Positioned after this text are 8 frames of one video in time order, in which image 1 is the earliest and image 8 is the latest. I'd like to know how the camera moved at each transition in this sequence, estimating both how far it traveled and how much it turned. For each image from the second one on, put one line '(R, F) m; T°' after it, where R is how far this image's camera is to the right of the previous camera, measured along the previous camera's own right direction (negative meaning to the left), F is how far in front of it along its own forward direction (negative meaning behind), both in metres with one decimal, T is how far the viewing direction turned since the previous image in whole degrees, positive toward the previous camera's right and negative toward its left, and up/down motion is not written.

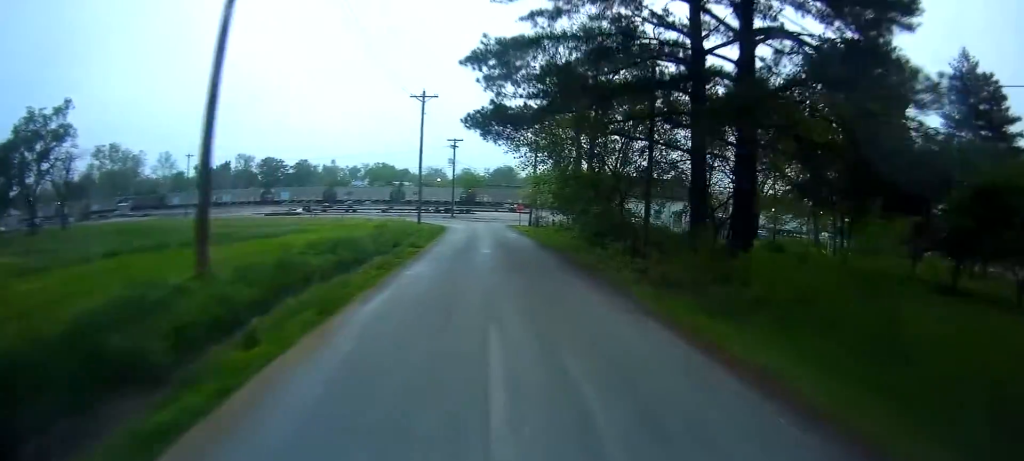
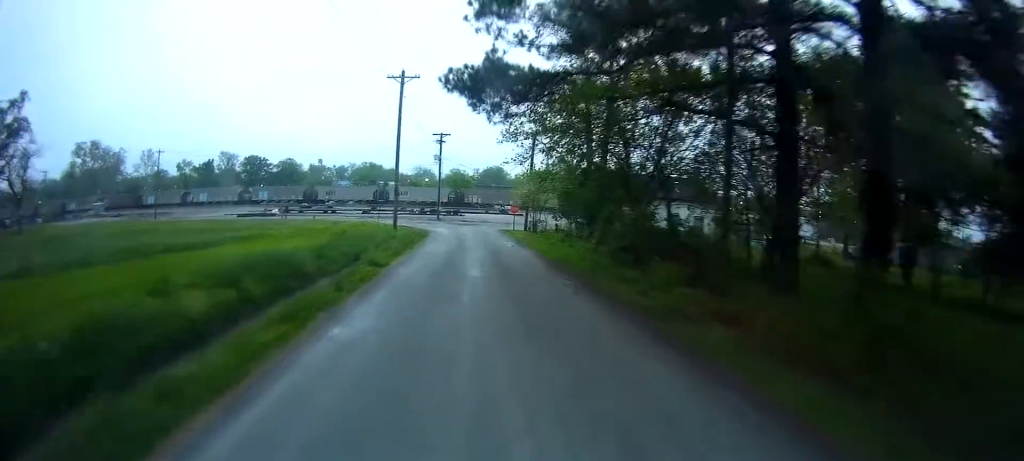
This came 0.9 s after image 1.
(+0.3, +6.2) m; +2°
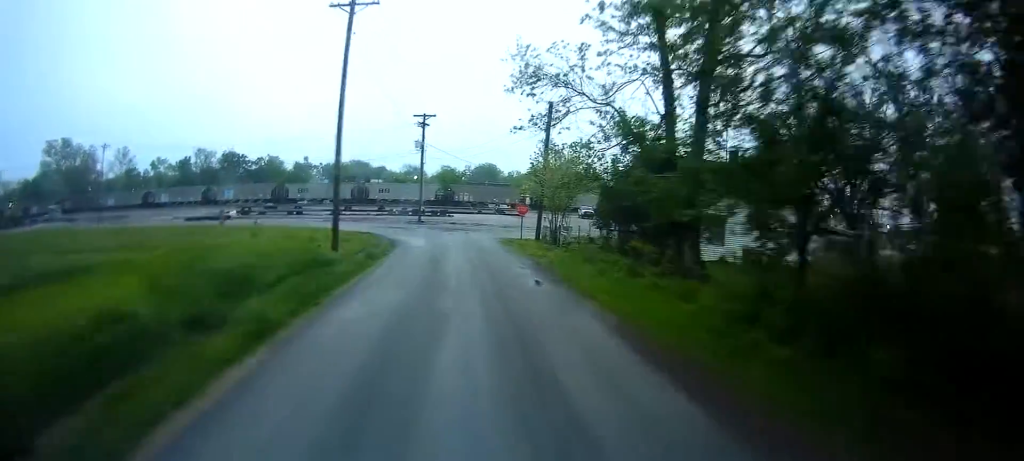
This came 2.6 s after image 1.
(0.0, +13.1) m; +1°
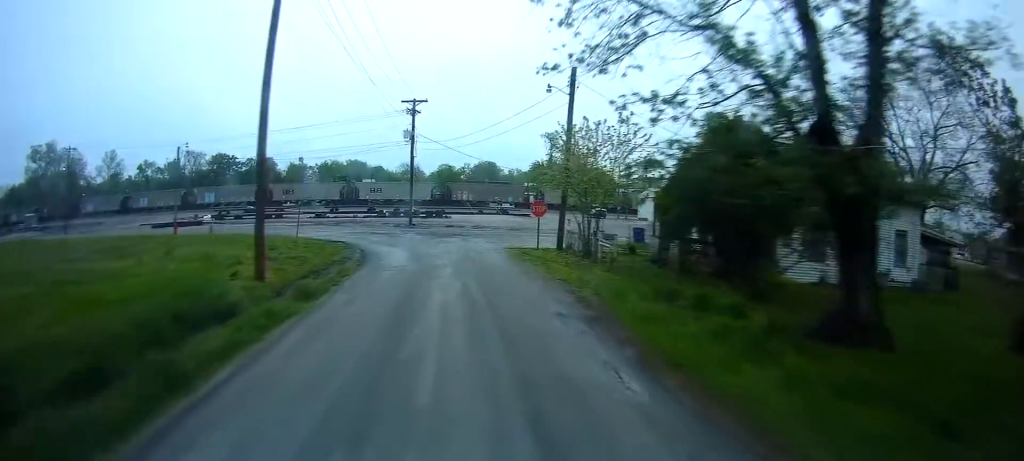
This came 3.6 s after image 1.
(+0.2, +8.8) m; +1°
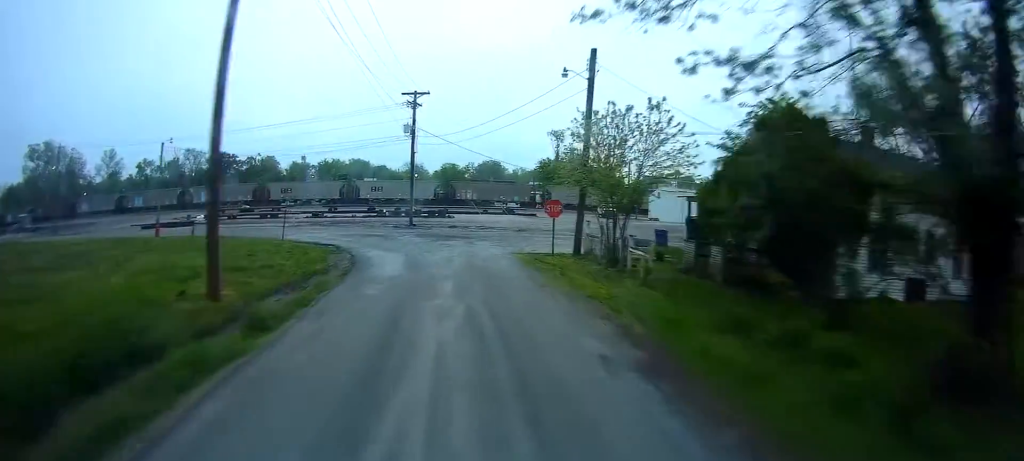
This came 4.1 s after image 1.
(+0.2, +3.4) m; 0°
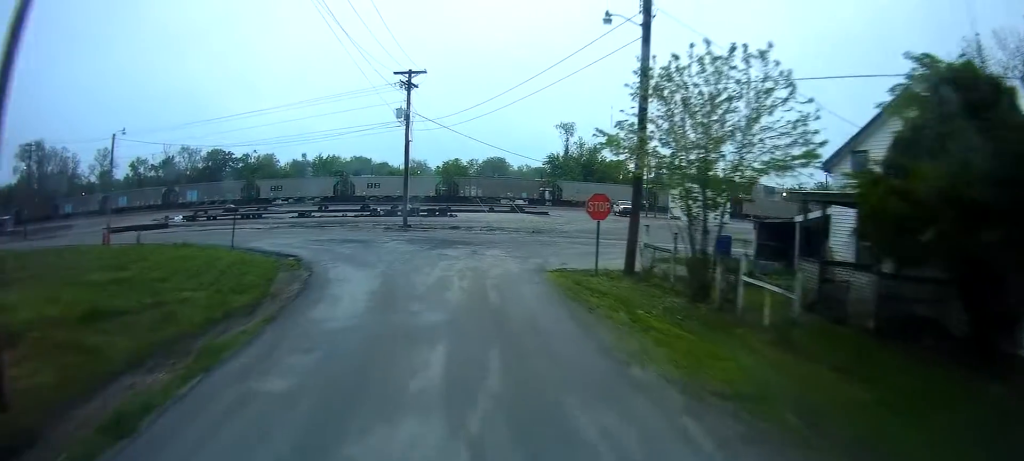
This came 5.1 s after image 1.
(-0.3, +7.2) m; +3°
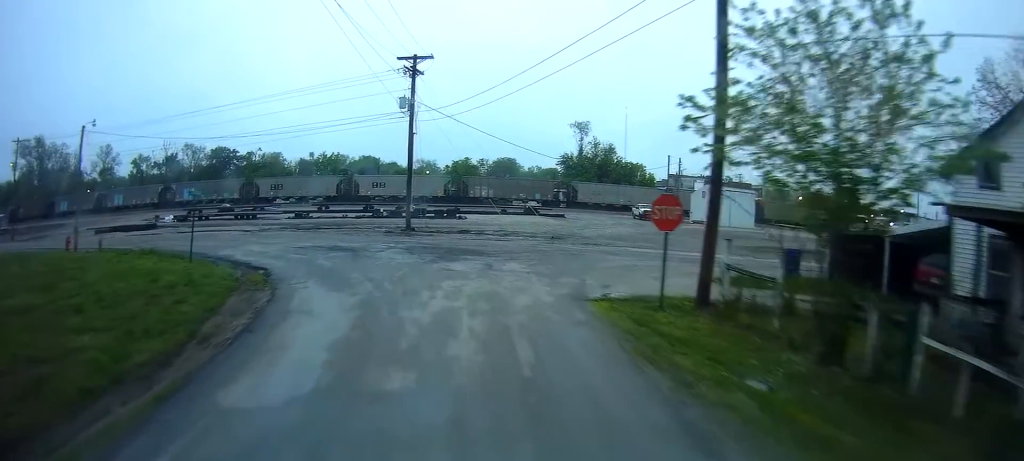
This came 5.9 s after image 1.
(+0.6, +3.9) m; +1°
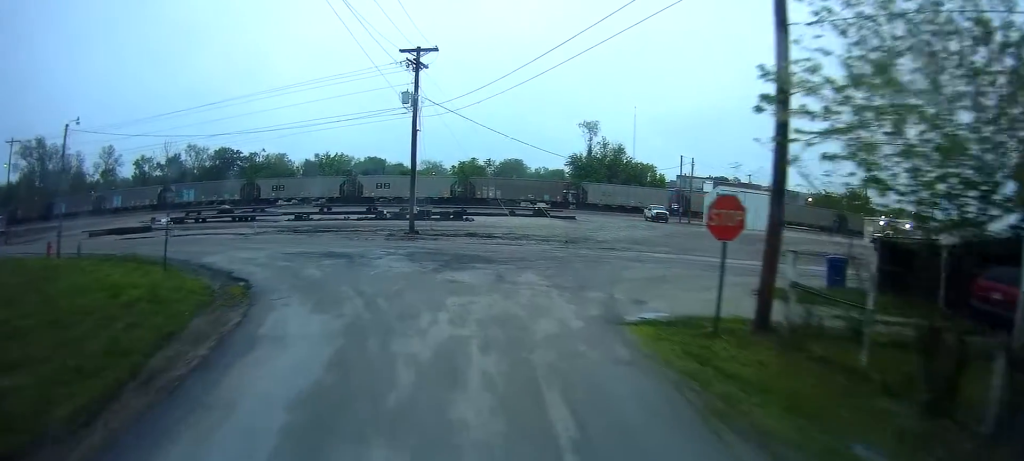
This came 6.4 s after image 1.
(+0.1, +1.9) m; -1°
